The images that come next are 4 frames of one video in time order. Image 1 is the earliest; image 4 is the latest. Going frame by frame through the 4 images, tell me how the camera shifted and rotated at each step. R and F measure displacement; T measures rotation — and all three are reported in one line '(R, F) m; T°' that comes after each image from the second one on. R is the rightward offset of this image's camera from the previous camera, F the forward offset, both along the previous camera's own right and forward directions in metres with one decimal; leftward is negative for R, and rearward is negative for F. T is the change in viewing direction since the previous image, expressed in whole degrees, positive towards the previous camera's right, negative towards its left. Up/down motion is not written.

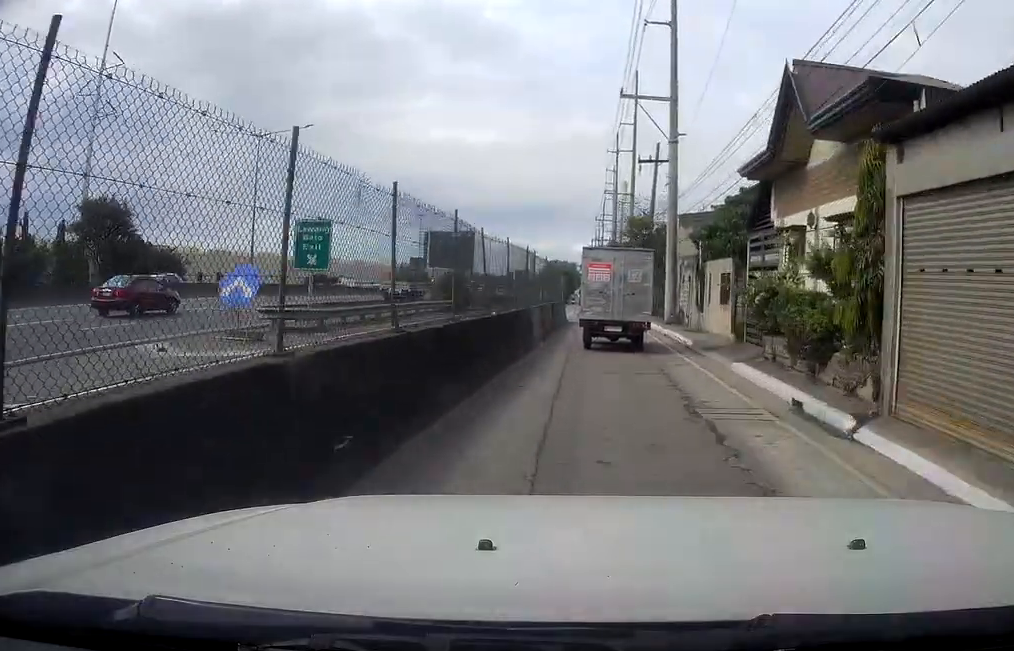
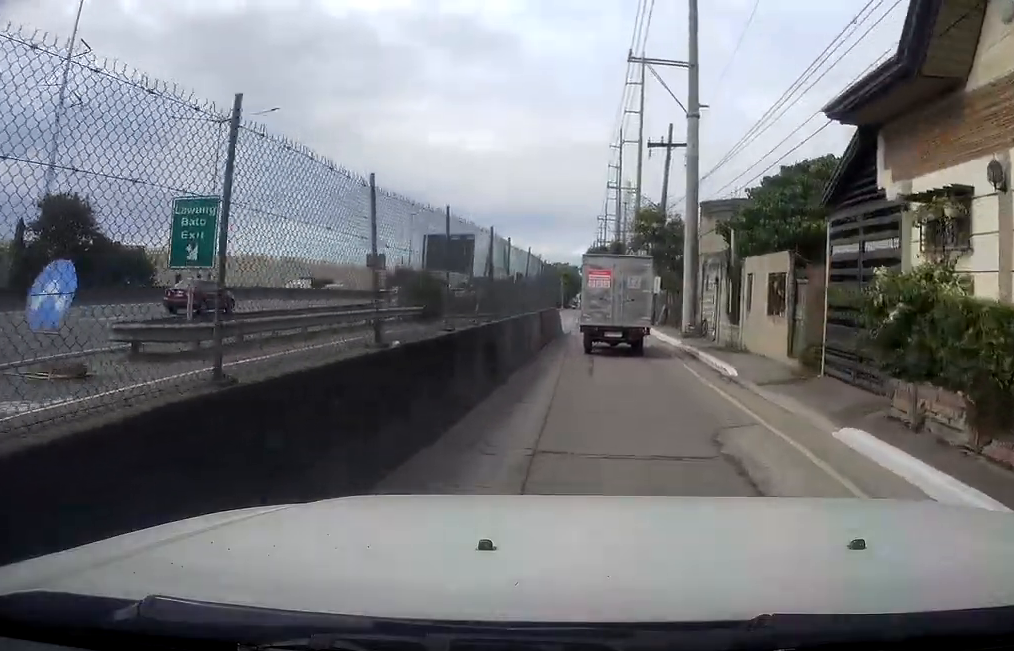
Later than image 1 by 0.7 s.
(+0.6, +6.9) m; -1°
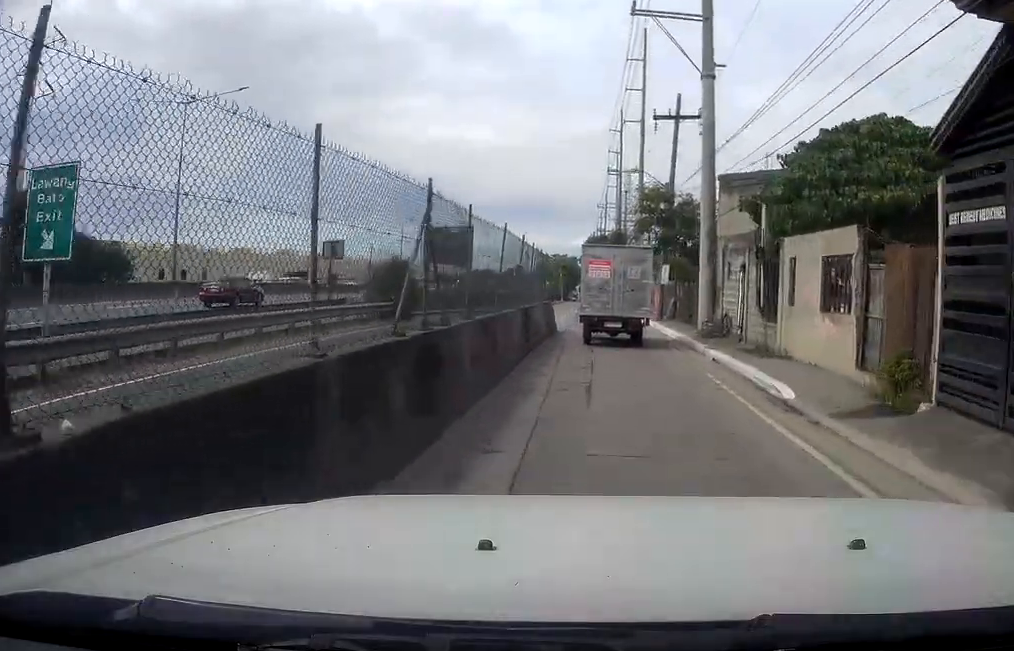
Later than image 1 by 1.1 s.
(-0.2, +4.5) m; -1°
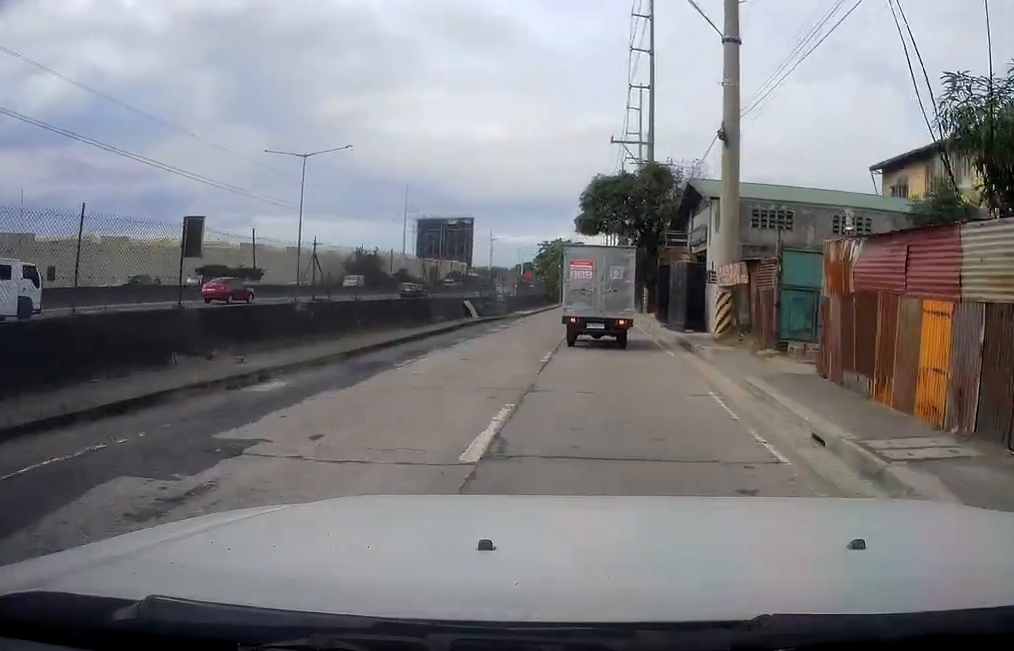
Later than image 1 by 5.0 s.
(+0.1, +40.6) m; -2°
